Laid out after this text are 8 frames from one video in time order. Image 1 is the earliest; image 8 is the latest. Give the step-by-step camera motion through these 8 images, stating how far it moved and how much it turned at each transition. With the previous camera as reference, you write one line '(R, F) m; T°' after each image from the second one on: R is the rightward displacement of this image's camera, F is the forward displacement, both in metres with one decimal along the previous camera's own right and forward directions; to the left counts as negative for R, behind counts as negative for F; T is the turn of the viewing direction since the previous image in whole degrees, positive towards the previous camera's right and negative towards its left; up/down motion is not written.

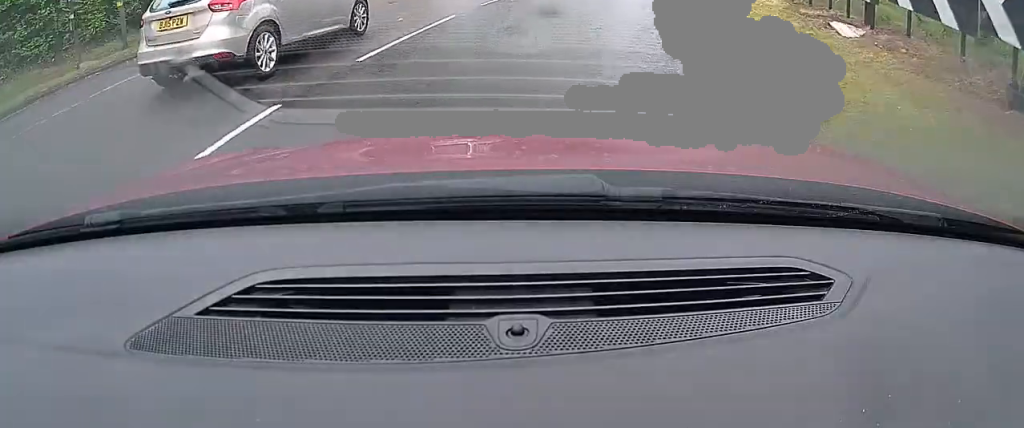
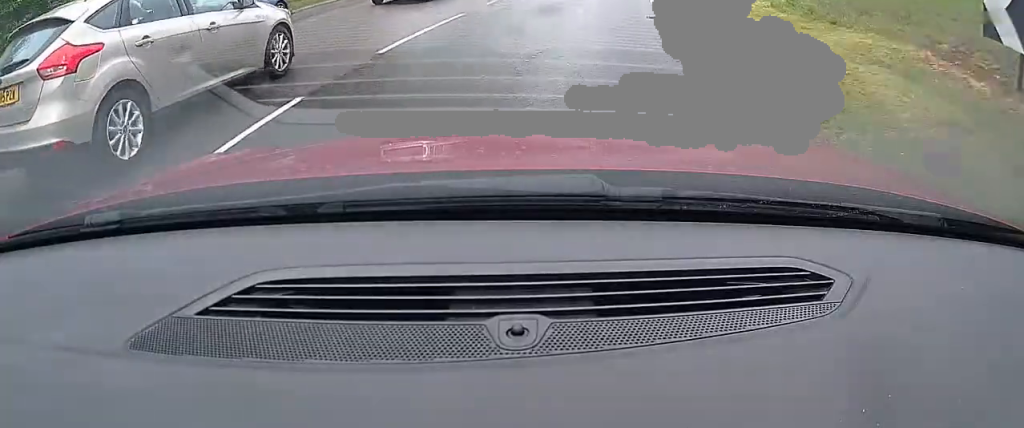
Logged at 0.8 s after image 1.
(+1.1, +10.3) m; +8°
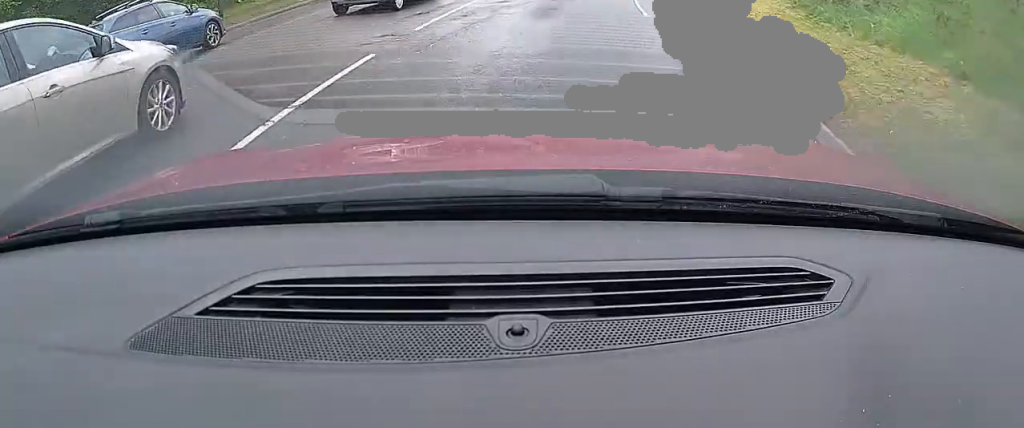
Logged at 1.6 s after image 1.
(+0.6, +9.8) m; +6°
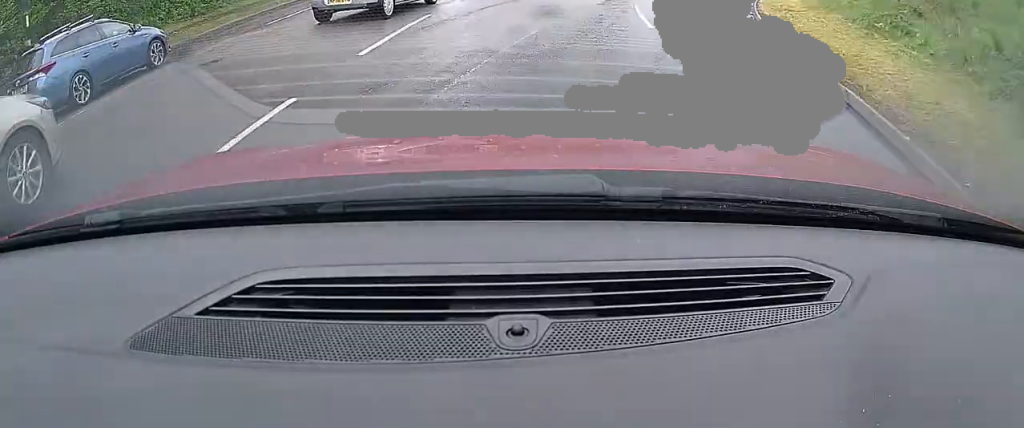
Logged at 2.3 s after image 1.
(-0.4, +7.6) m; +5°
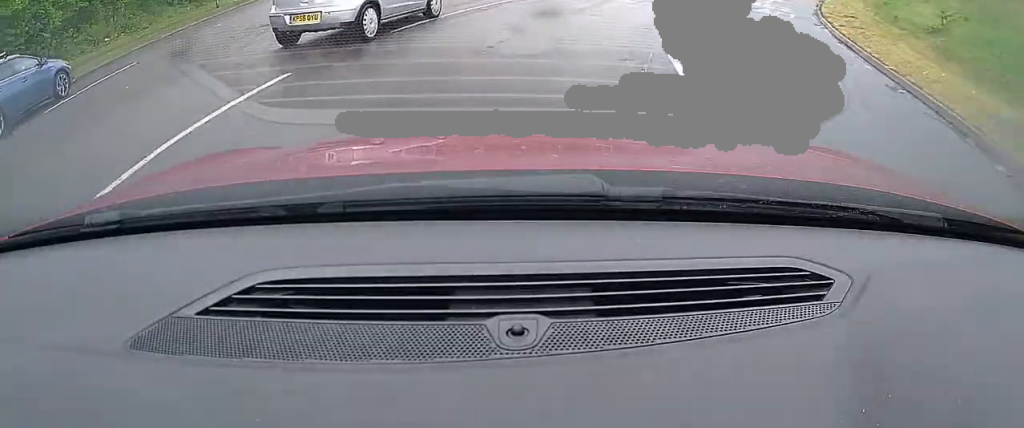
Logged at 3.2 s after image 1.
(+1.5, +10.1) m; +14°
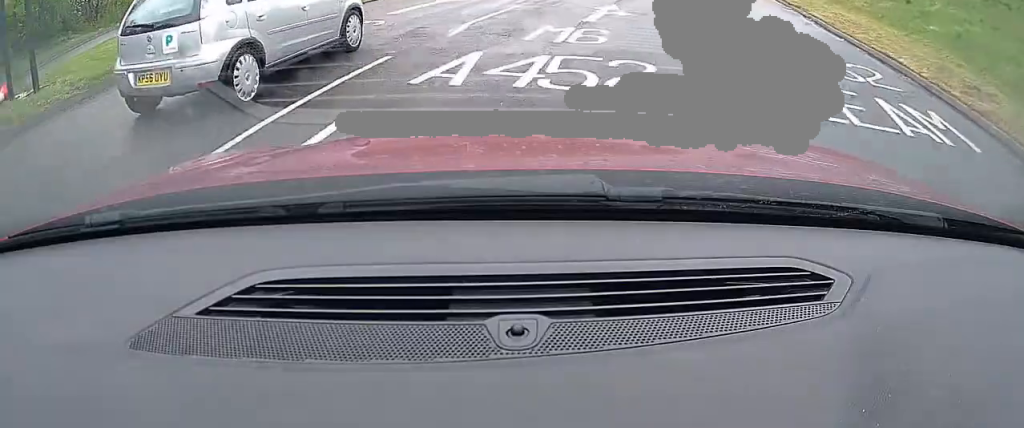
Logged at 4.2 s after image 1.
(+1.4, +11.3) m; +11°
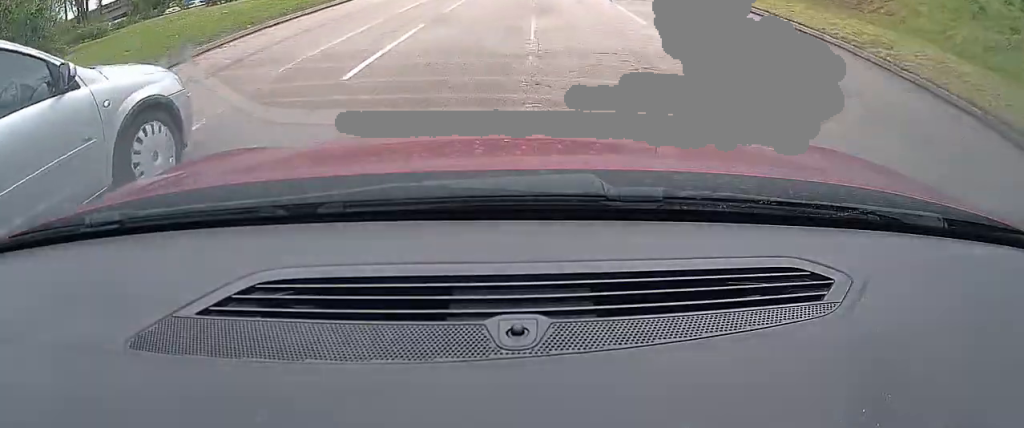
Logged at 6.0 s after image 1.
(+2.3, +17.4) m; +12°
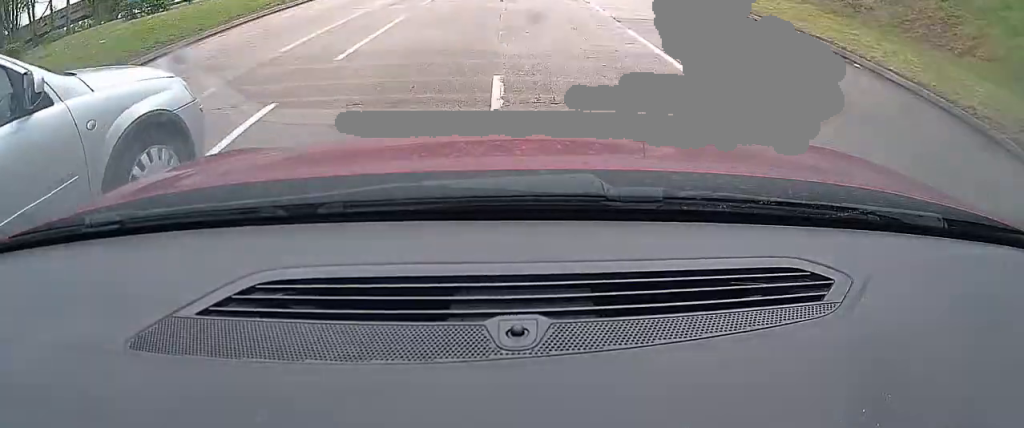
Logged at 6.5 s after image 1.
(+0.1, +4.0) m; 0°
